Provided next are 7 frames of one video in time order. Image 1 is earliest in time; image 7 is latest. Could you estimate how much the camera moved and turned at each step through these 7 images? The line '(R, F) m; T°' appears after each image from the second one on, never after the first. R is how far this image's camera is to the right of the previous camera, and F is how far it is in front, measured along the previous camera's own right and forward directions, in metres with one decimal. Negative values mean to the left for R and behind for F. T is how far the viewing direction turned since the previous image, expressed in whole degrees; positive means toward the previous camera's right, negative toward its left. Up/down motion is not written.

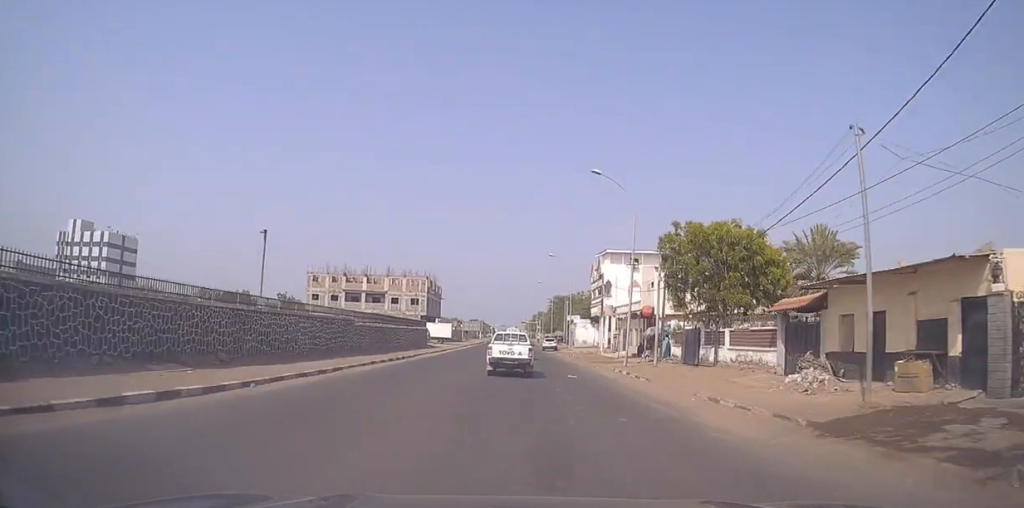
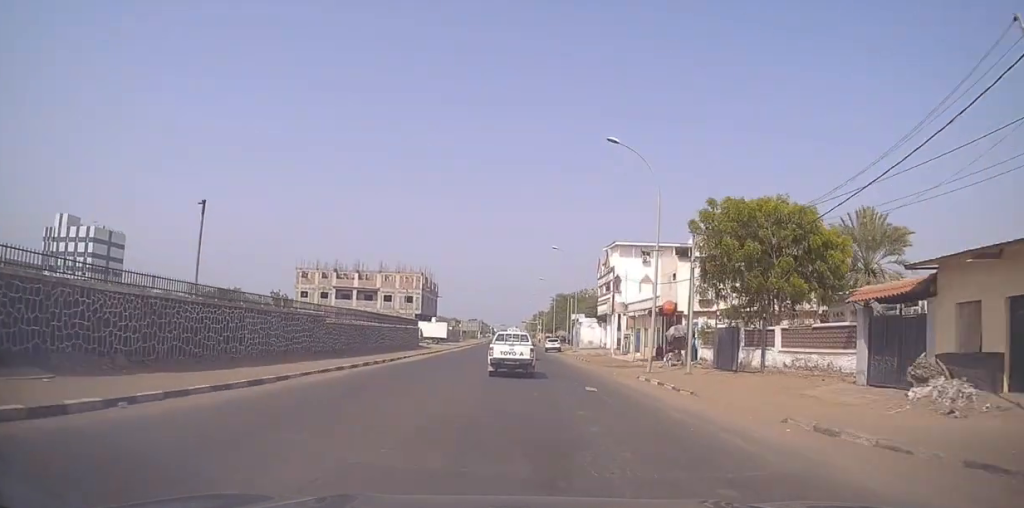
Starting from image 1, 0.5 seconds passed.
(0.0, +5.9) m; 0°
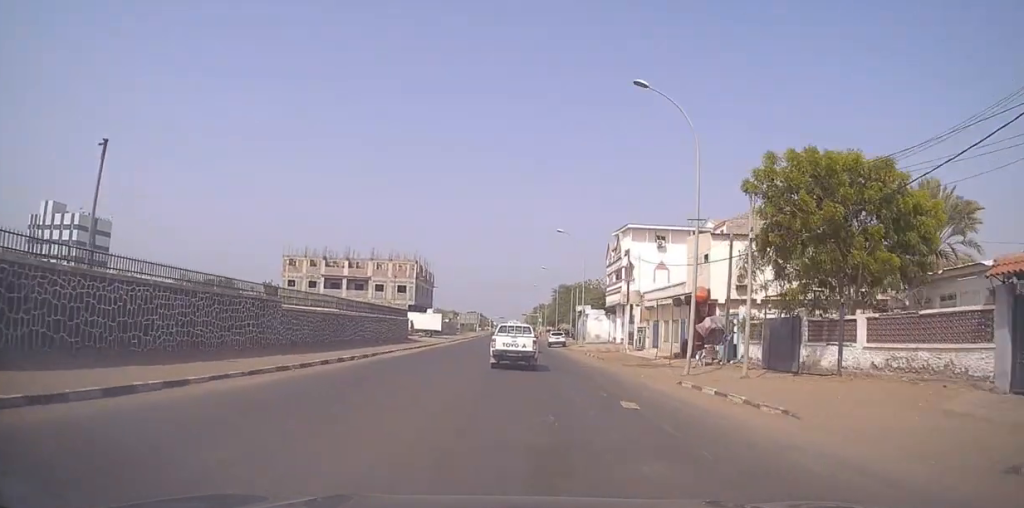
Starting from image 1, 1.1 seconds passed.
(0.0, +6.3) m; 0°
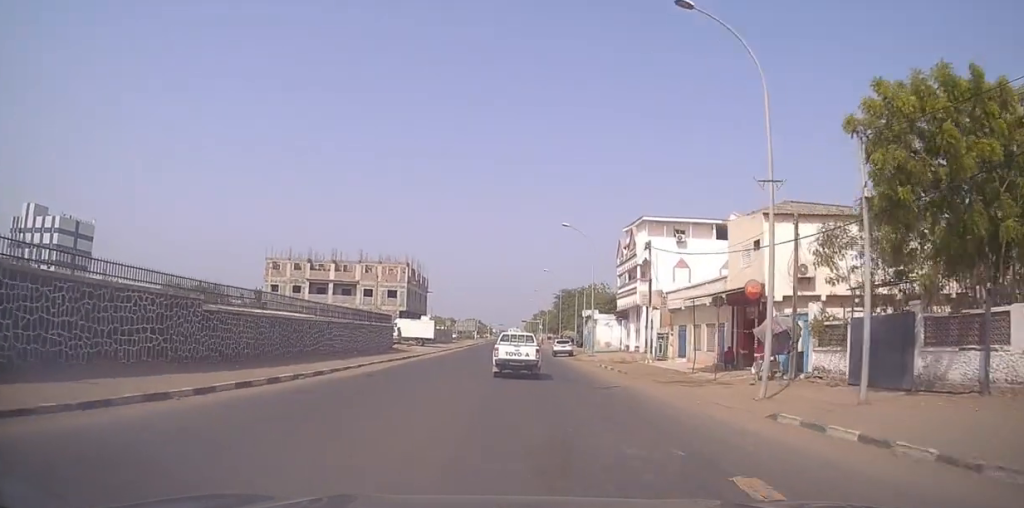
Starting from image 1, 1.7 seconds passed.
(0.0, +7.1) m; +1°
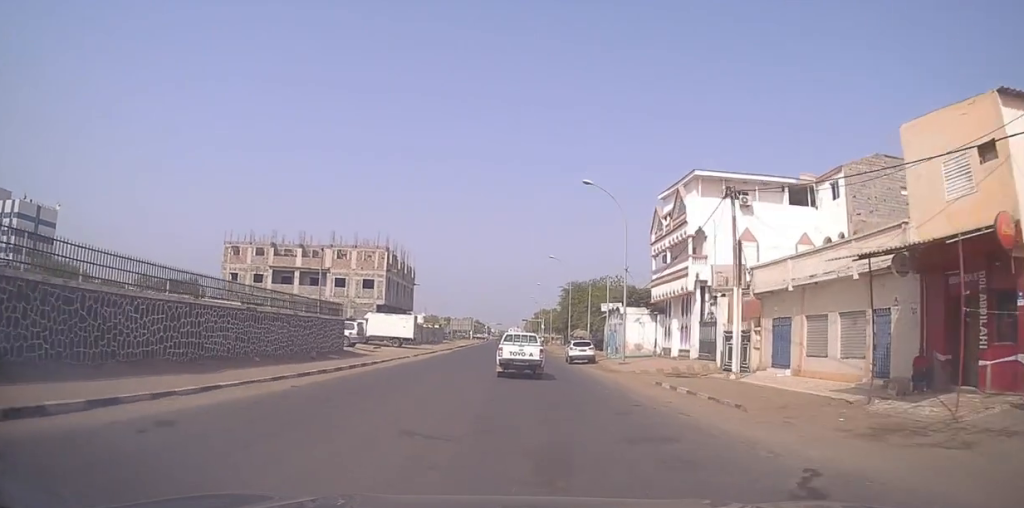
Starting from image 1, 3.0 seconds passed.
(+0.4, +14.5) m; +1°
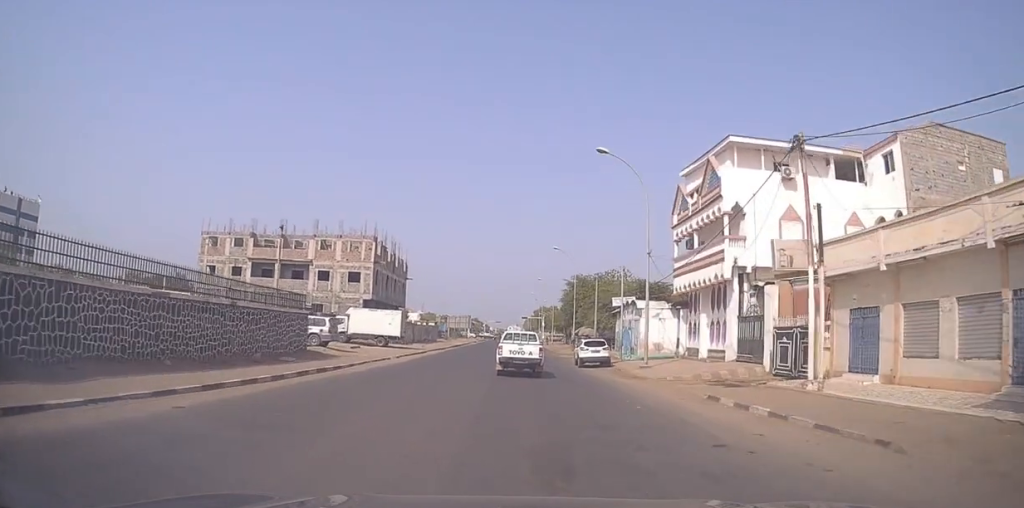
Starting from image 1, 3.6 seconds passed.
(+0.1, +6.3) m; 0°
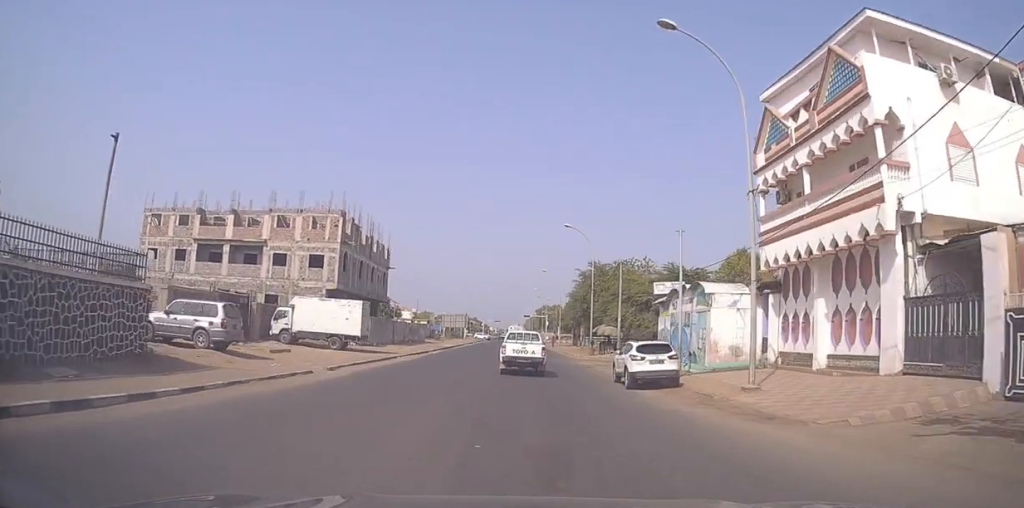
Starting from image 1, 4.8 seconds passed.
(-0.5, +13.7) m; -2°
